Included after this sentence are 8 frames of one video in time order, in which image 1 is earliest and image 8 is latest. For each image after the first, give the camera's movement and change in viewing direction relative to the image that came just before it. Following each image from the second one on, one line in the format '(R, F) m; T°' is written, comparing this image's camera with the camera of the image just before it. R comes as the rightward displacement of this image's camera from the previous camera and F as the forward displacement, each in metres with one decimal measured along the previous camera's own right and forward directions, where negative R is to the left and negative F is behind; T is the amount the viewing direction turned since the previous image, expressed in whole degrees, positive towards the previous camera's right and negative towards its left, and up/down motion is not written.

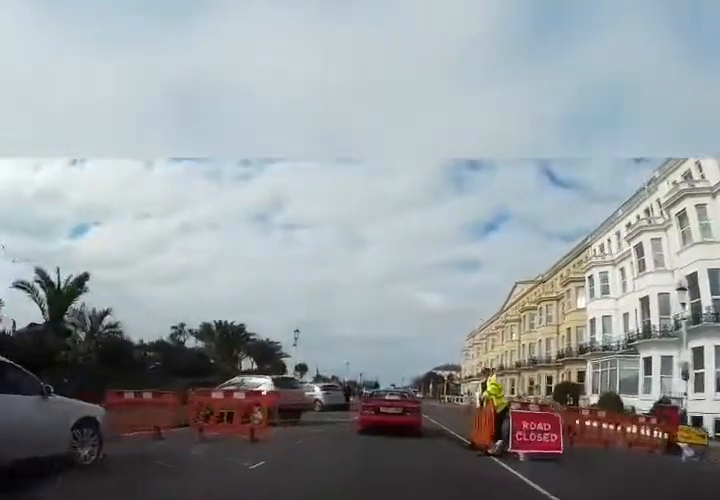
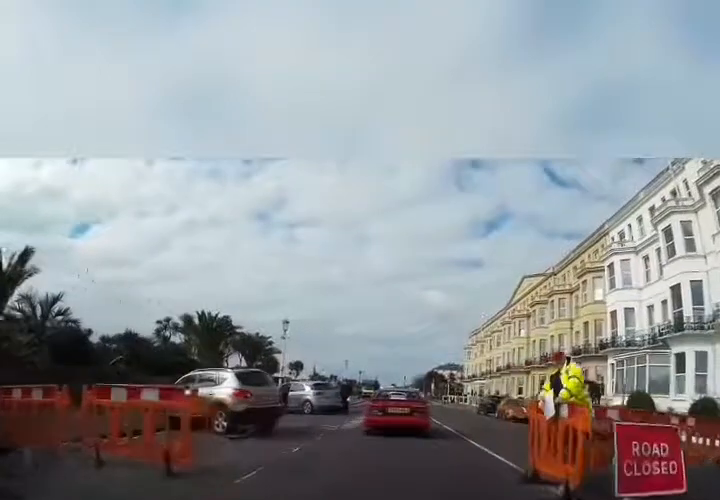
(0.0, +3.5) m; +1°
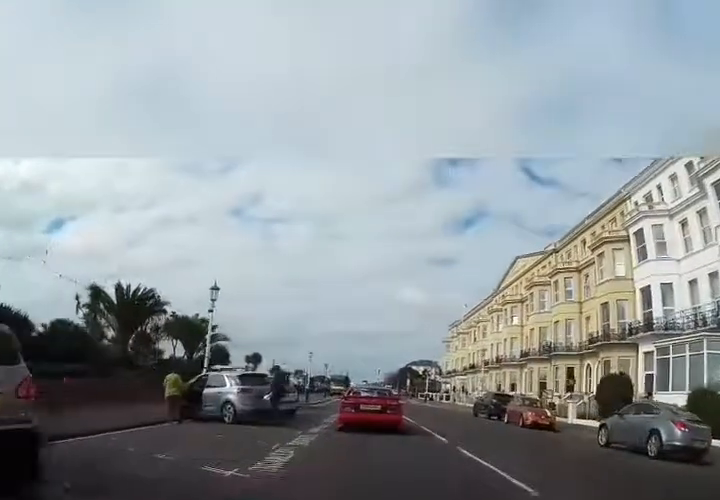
(+0.1, +8.0) m; 0°
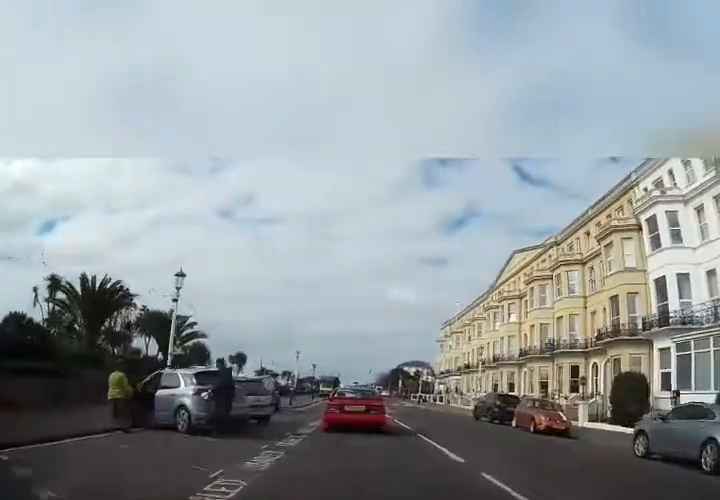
(0.0, +2.7) m; -1°
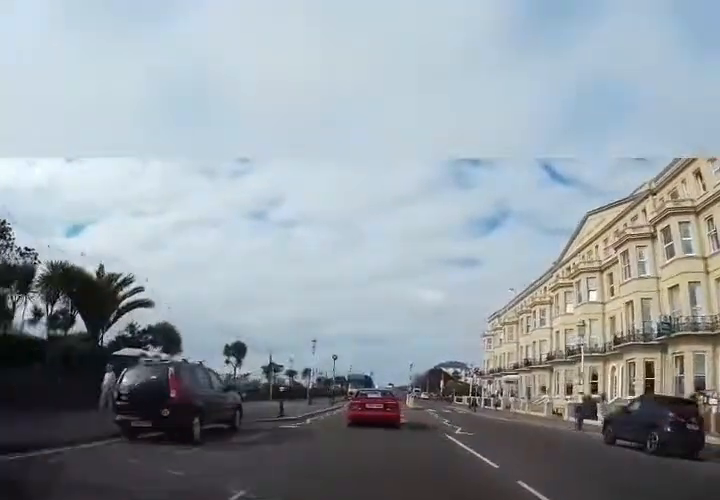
(-0.1, +12.1) m; -1°
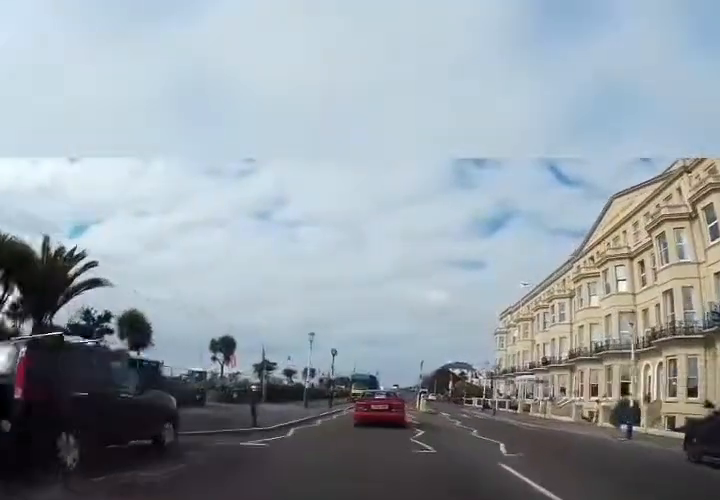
(-0.1, +4.3) m; -1°
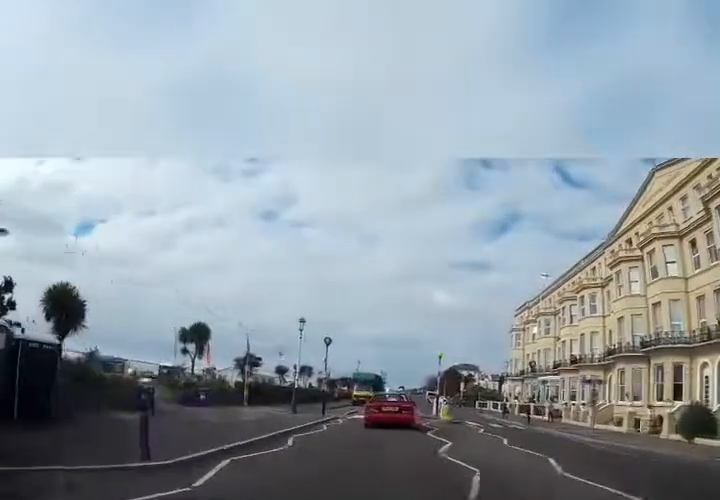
(-0.1, +6.3) m; -2°
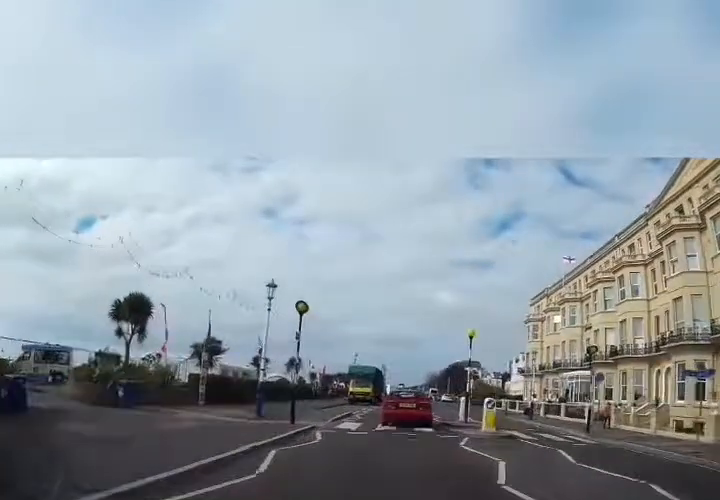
(-0.1, +7.4) m; +1°
